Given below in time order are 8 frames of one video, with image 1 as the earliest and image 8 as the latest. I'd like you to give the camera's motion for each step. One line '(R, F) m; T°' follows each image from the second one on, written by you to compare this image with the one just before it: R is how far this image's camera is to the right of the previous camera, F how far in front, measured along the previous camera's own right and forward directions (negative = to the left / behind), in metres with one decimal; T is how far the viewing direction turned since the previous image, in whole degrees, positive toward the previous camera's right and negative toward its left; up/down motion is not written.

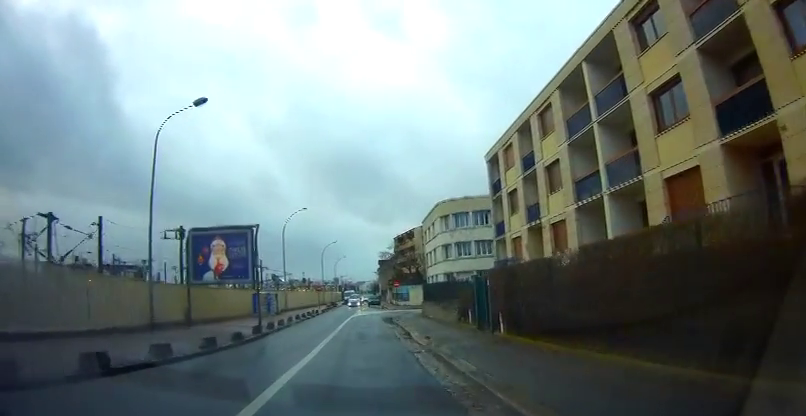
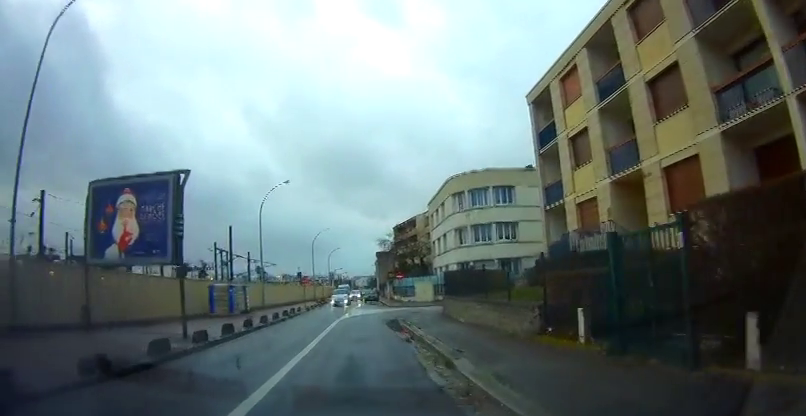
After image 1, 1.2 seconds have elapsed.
(-0.2, +9.6) m; -1°
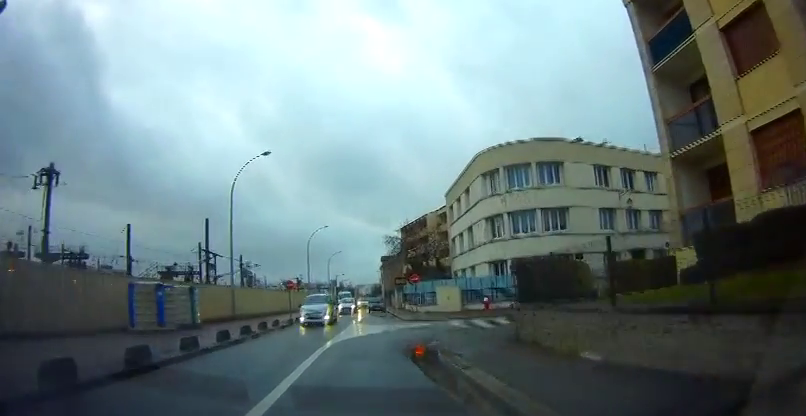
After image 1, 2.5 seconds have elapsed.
(+0.1, +10.6) m; +2°
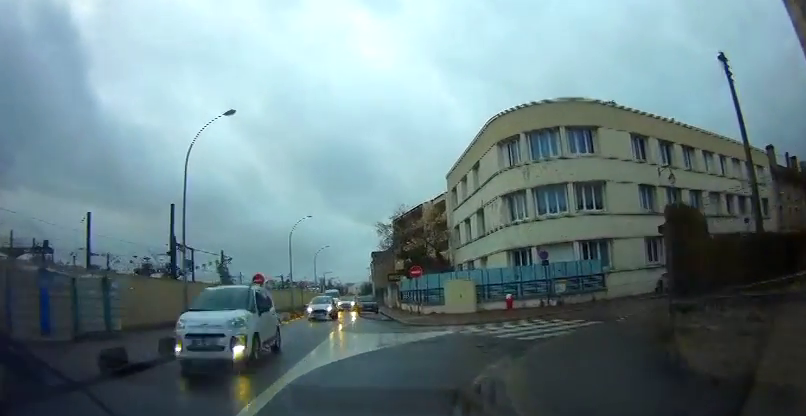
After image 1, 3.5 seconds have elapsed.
(+0.2, +7.2) m; +2°
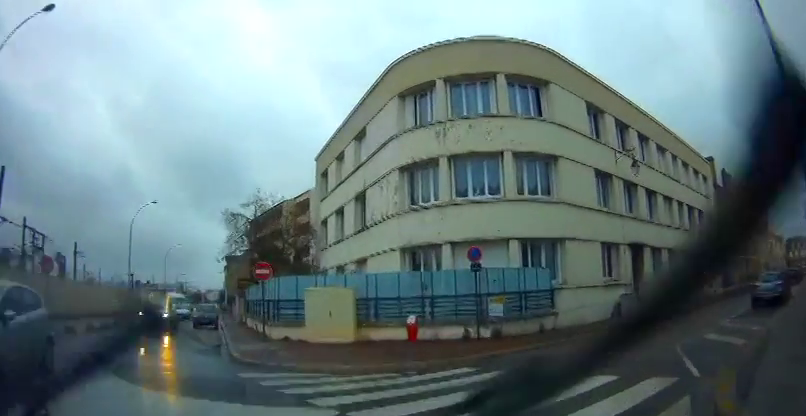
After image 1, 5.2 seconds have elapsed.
(+0.4, +10.0) m; +13°
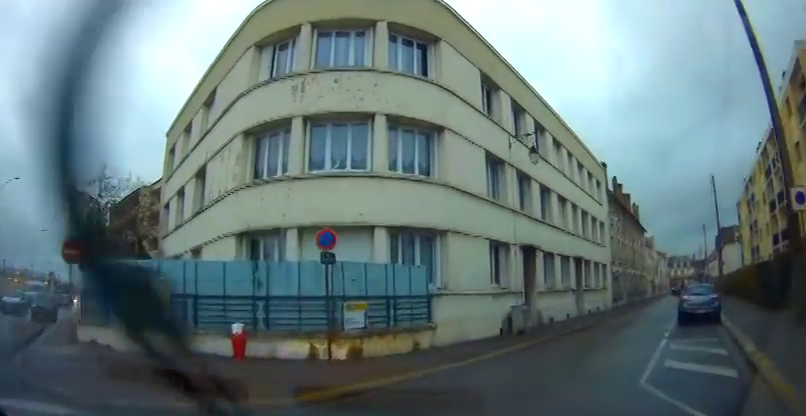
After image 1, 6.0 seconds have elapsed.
(+0.6, +4.3) m; +16°
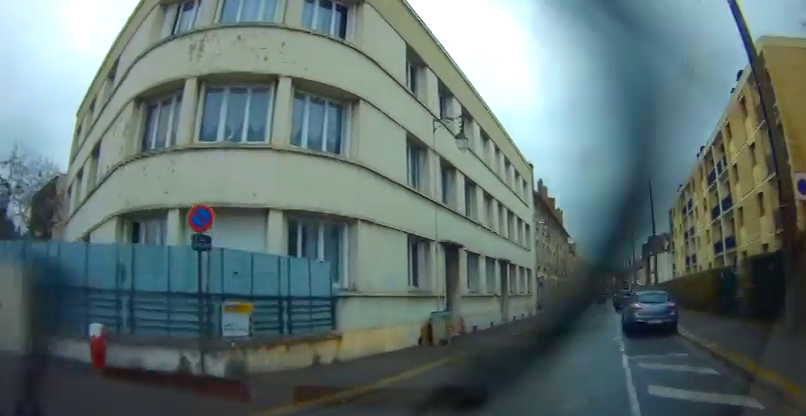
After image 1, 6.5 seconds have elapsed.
(+0.3, +2.3) m; +11°
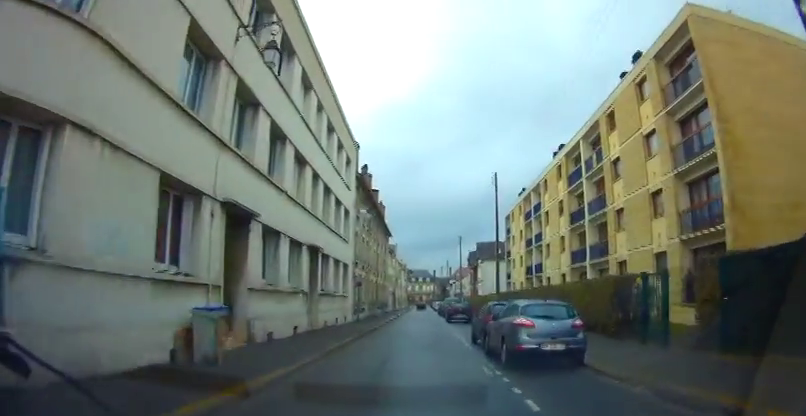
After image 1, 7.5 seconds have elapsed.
(+1.0, +4.9) m; +19°
